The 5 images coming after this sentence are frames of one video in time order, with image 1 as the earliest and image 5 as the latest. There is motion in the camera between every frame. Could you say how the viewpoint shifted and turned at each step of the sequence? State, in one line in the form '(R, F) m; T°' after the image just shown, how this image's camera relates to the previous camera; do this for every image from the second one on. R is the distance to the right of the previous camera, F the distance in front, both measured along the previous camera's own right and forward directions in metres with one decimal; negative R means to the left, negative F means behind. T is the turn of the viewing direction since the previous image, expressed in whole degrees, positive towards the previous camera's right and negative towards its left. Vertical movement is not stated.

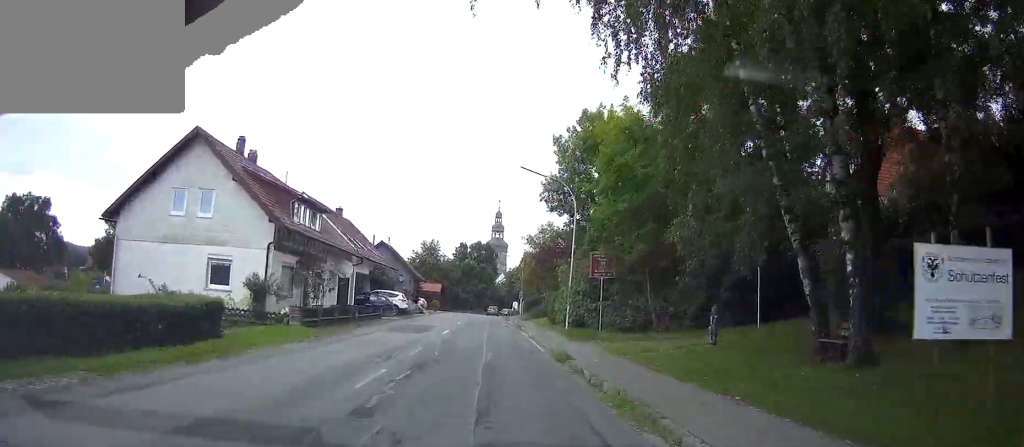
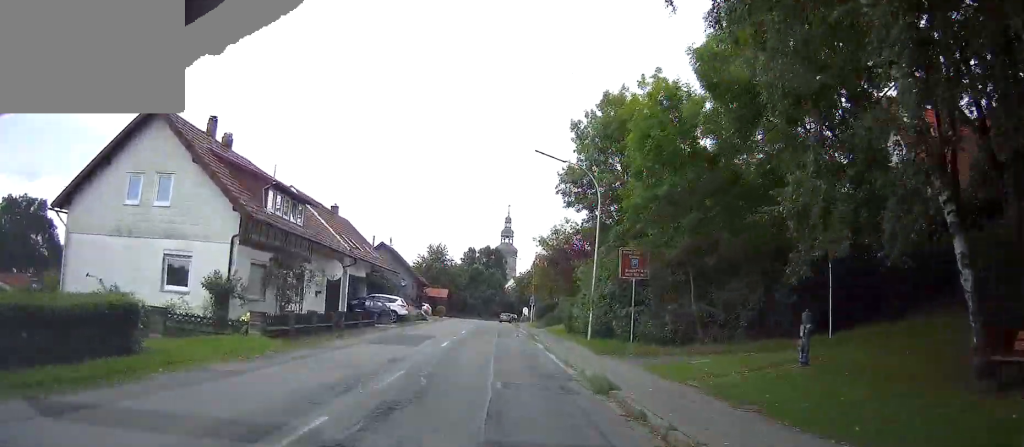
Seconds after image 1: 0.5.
(-0.1, +4.9) m; -1°
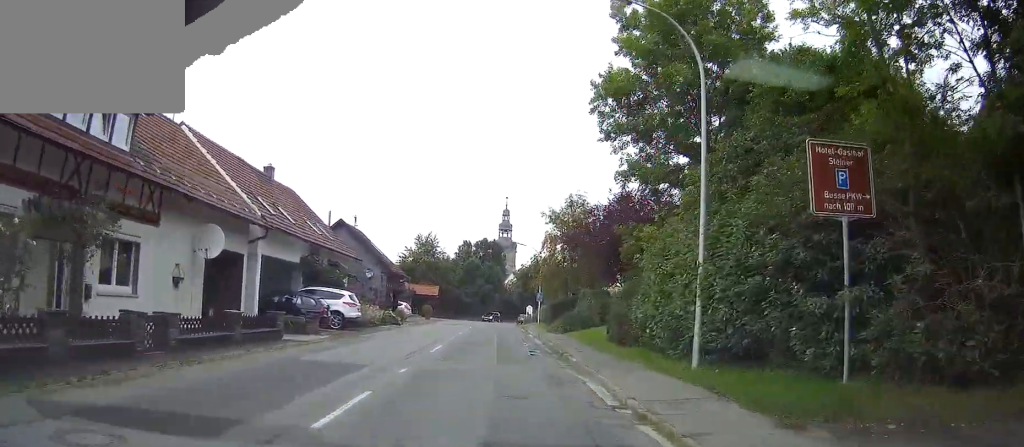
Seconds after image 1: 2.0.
(-0.3, +15.7) m; -1°
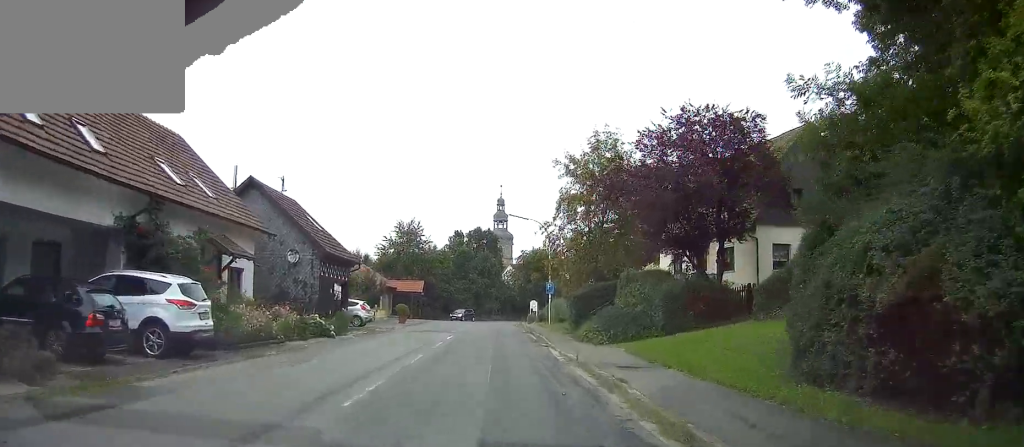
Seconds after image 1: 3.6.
(+0.3, +16.5) m; +2°
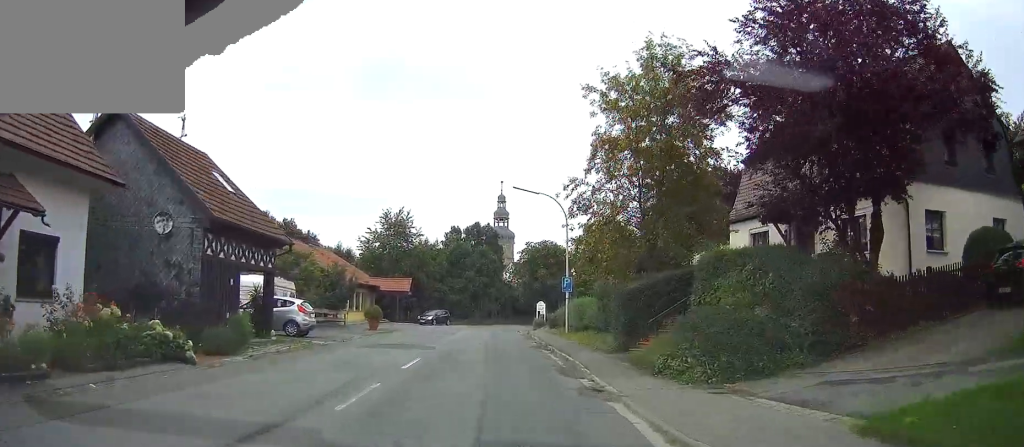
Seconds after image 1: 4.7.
(+0.1, +12.4) m; 0°
